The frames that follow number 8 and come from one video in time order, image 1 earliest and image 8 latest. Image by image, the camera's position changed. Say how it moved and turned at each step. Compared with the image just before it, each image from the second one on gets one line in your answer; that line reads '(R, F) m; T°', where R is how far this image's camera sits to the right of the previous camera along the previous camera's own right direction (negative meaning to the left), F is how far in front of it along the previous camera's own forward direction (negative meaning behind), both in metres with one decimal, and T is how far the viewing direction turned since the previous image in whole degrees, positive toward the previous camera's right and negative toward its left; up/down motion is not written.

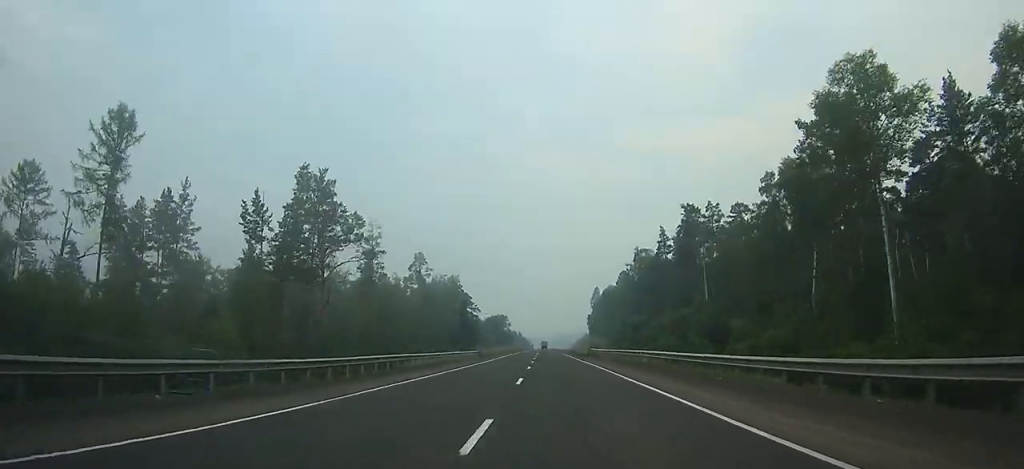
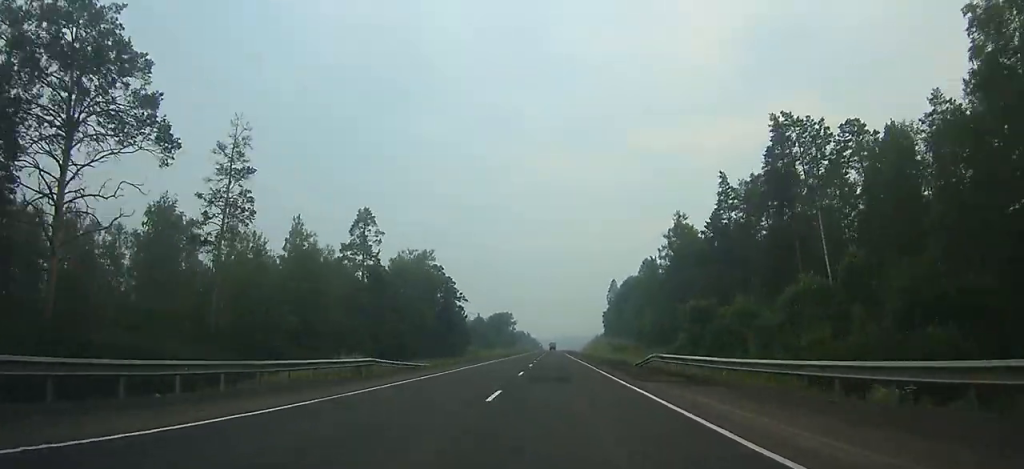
(-0.2, +41.1) m; -1°
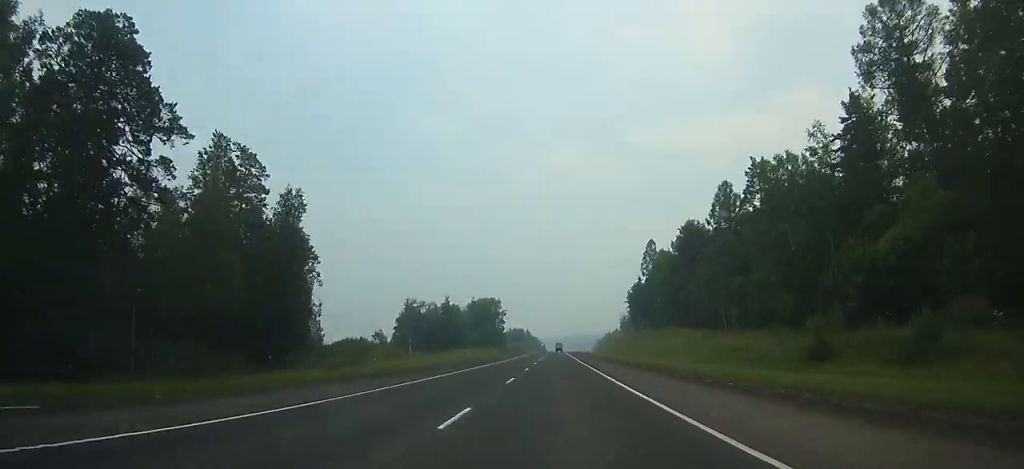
(-1.0, +97.0) m; -1°
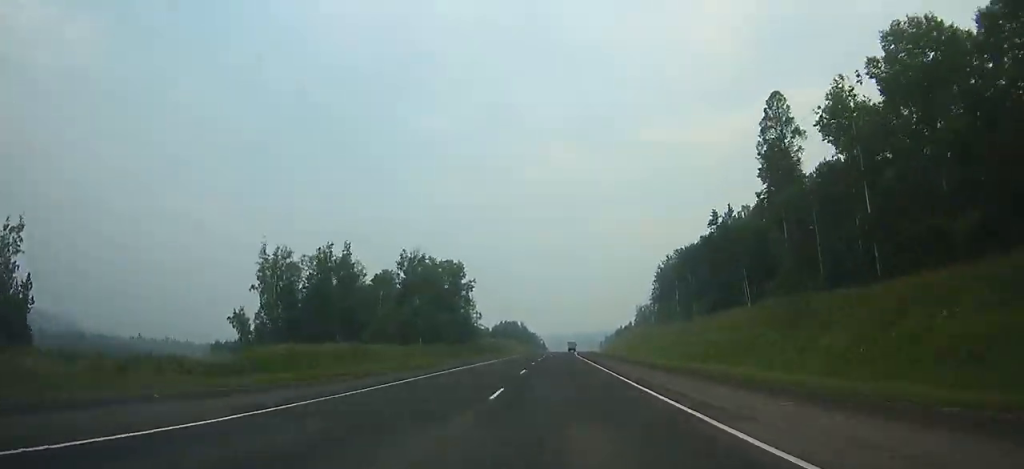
(-0.1, +101.6) m; 0°
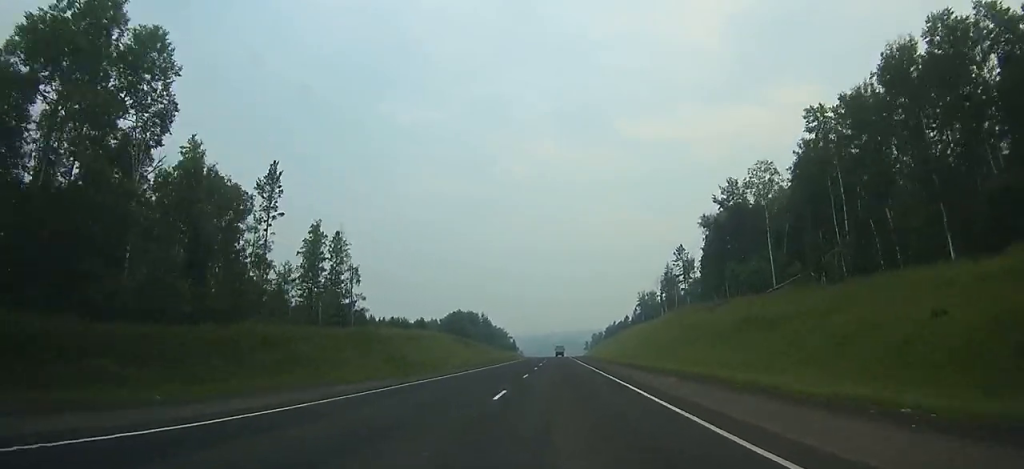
(+1.5, +122.5) m; +2°
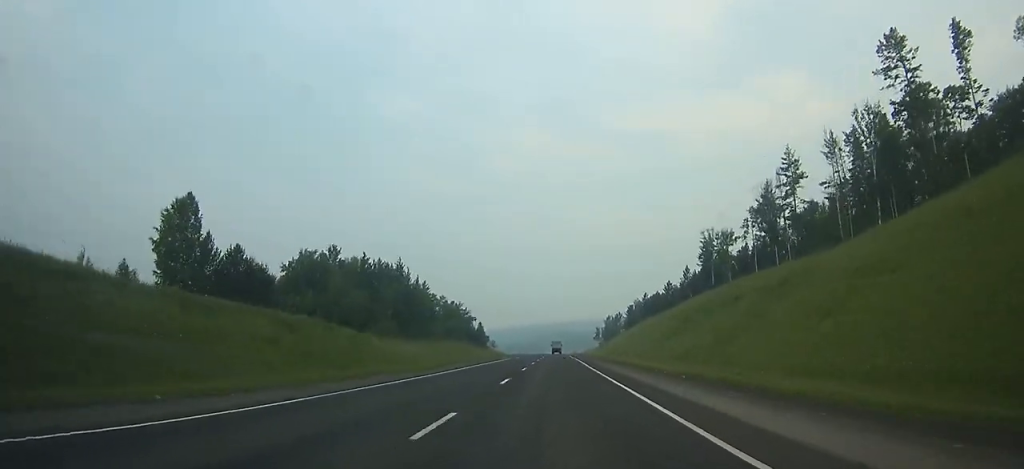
(+1.1, +160.2) m; 0°
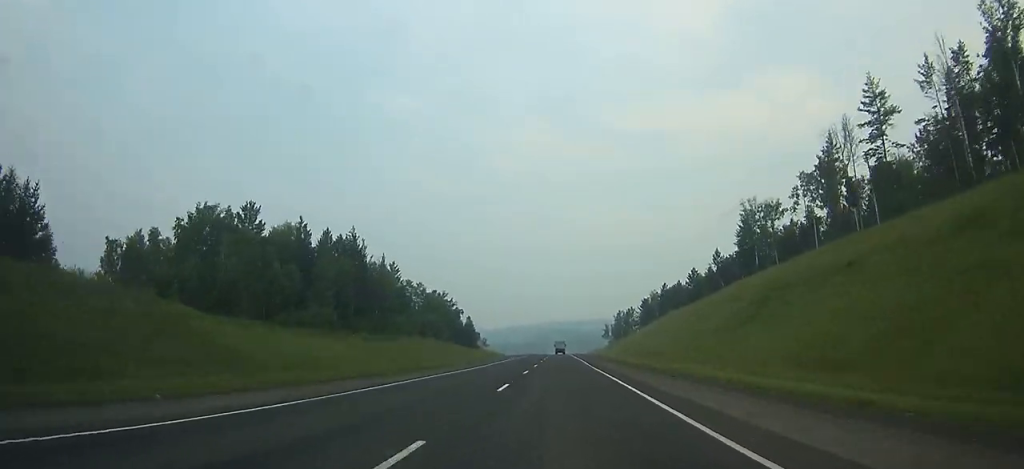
(-0.1, +38.2) m; 0°
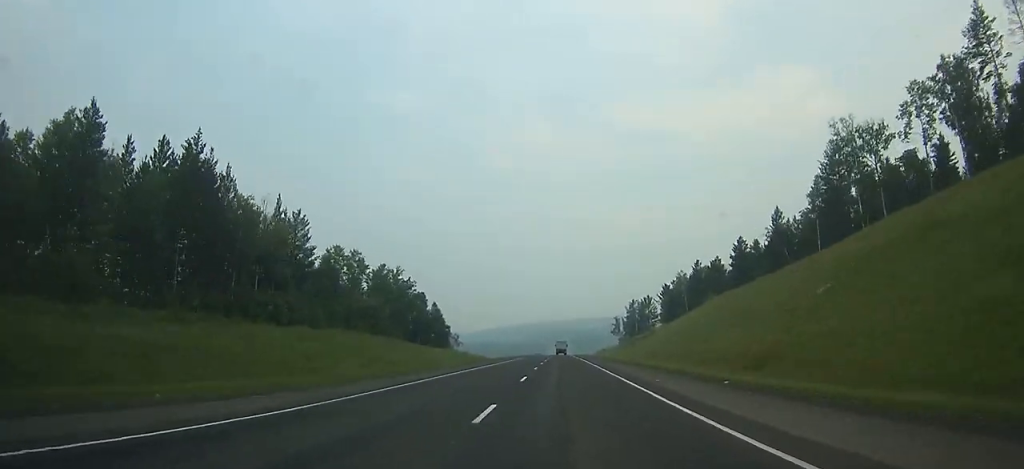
(-0.1, +54.7) m; 0°
